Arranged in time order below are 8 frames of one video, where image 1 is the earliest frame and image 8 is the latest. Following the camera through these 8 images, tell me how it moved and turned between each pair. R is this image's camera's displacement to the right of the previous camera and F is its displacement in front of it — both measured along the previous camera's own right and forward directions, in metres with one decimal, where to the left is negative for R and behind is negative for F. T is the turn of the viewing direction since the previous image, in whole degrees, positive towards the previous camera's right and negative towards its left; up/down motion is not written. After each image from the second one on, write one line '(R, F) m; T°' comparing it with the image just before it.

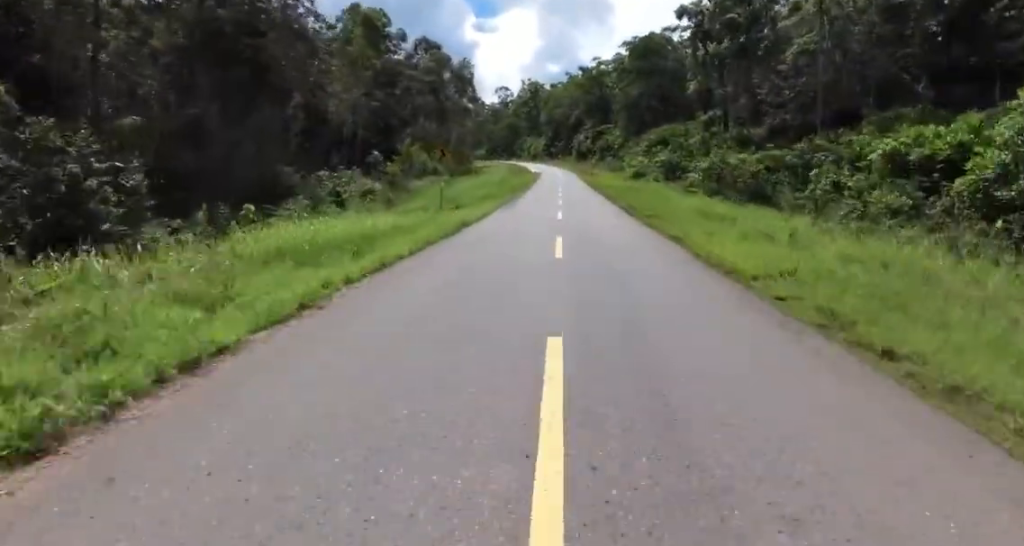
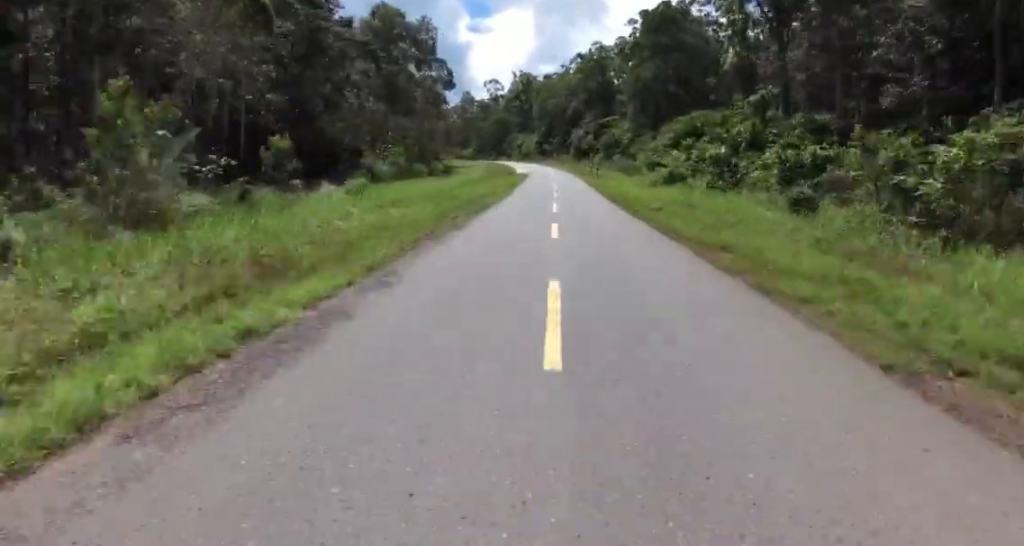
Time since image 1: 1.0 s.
(-0.9, +23.4) m; 0°
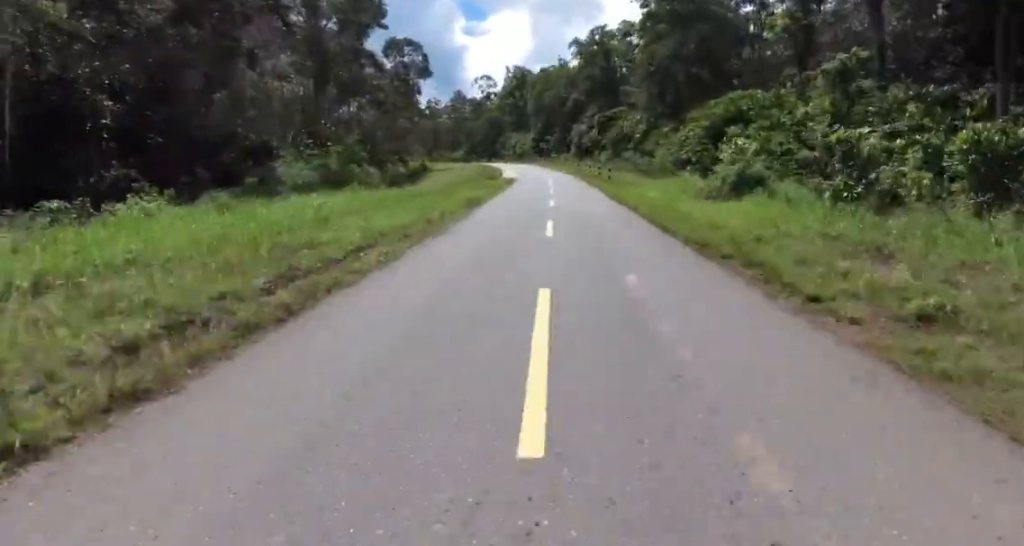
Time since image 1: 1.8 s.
(+0.9, +17.9) m; 0°
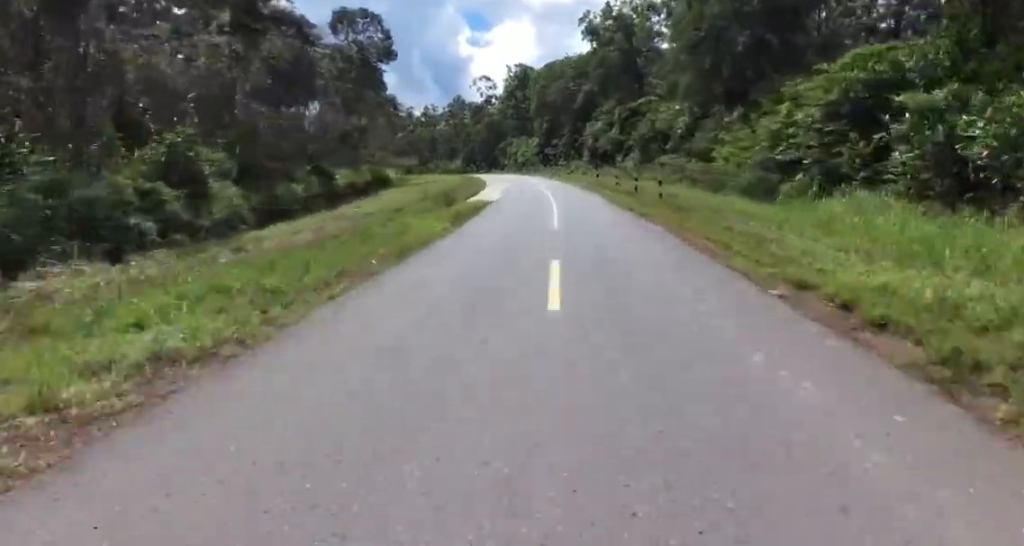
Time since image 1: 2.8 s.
(-0.9, +22.8) m; 0°
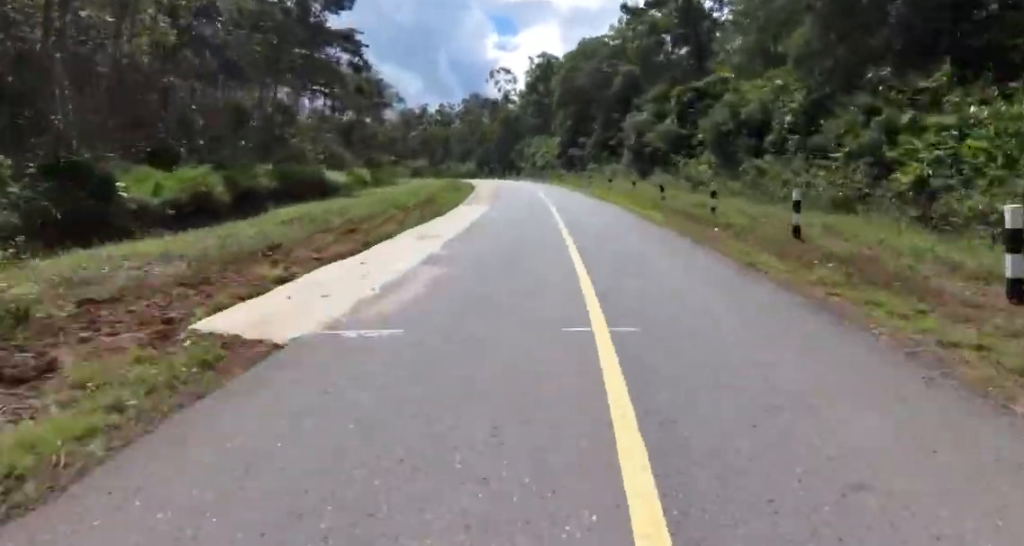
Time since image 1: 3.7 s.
(+0.9, +22.6) m; 0°
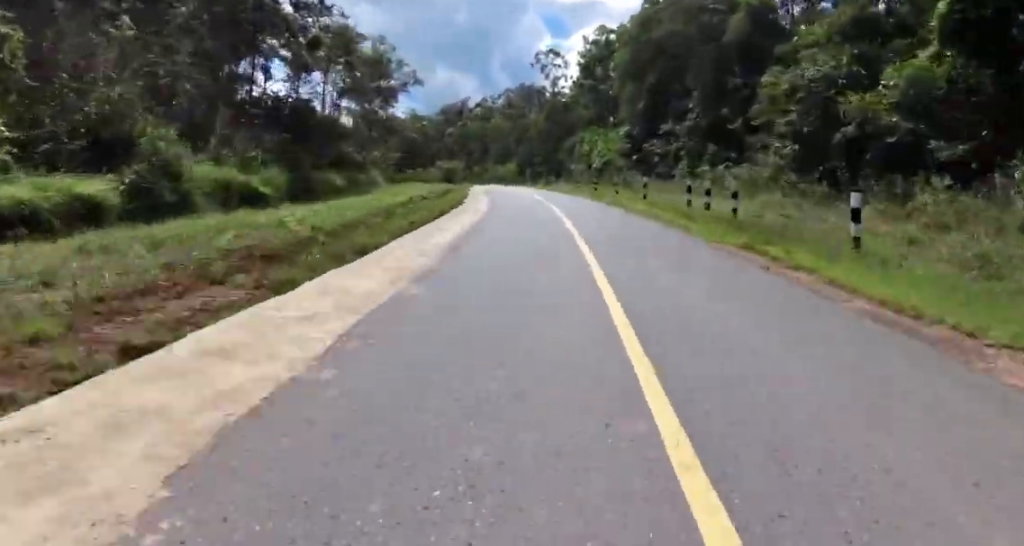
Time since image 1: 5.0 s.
(-1.5, +30.1) m; -6°
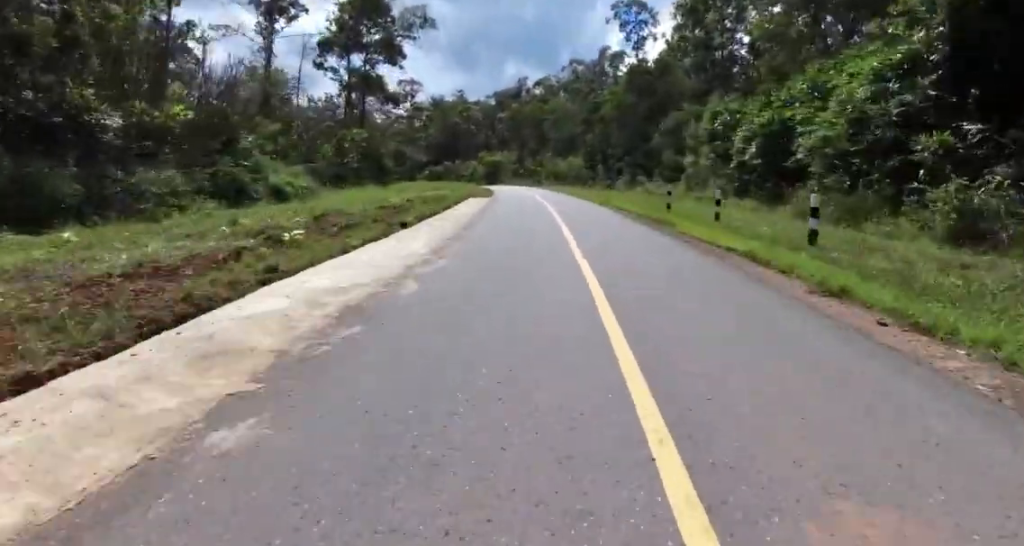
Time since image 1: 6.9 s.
(-3.2, +39.9) m; -7°
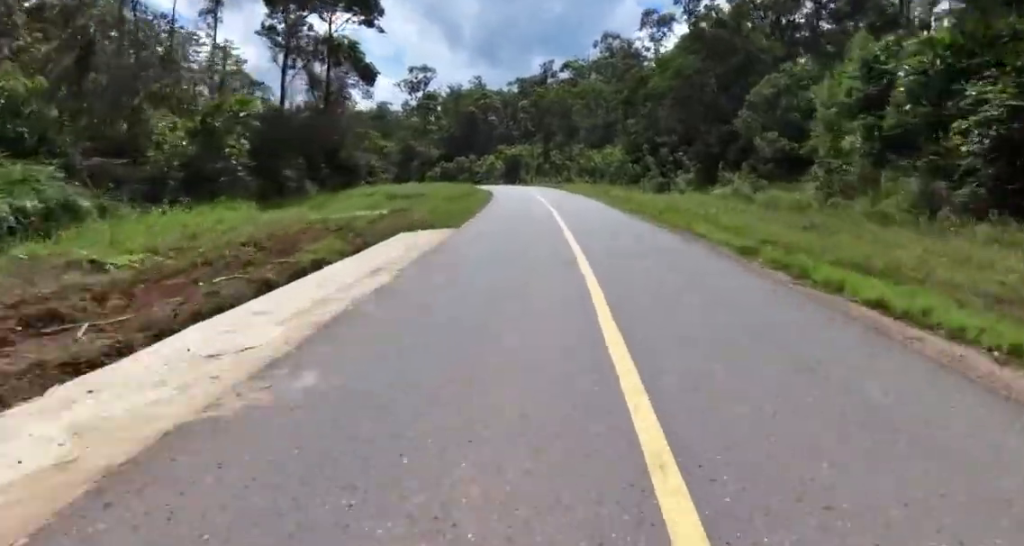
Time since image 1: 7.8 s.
(-0.2, +19.7) m; -3°
